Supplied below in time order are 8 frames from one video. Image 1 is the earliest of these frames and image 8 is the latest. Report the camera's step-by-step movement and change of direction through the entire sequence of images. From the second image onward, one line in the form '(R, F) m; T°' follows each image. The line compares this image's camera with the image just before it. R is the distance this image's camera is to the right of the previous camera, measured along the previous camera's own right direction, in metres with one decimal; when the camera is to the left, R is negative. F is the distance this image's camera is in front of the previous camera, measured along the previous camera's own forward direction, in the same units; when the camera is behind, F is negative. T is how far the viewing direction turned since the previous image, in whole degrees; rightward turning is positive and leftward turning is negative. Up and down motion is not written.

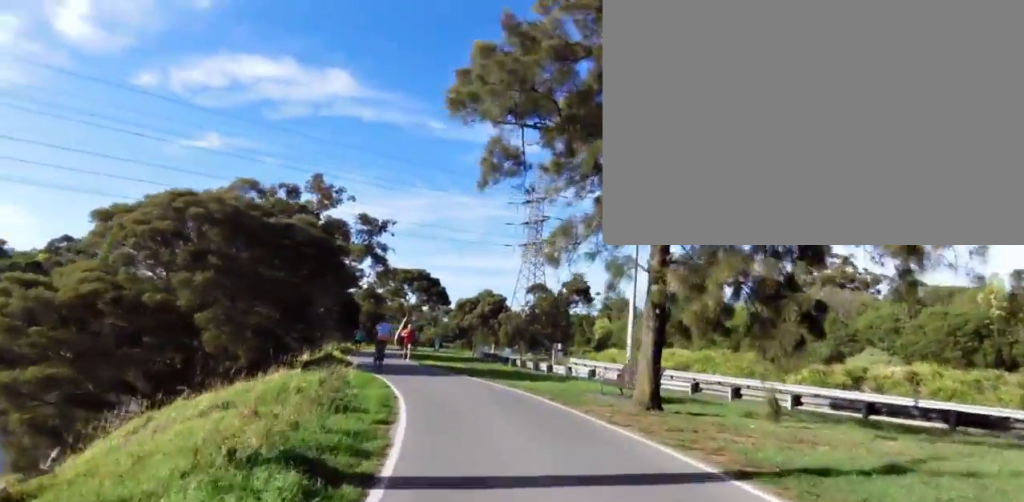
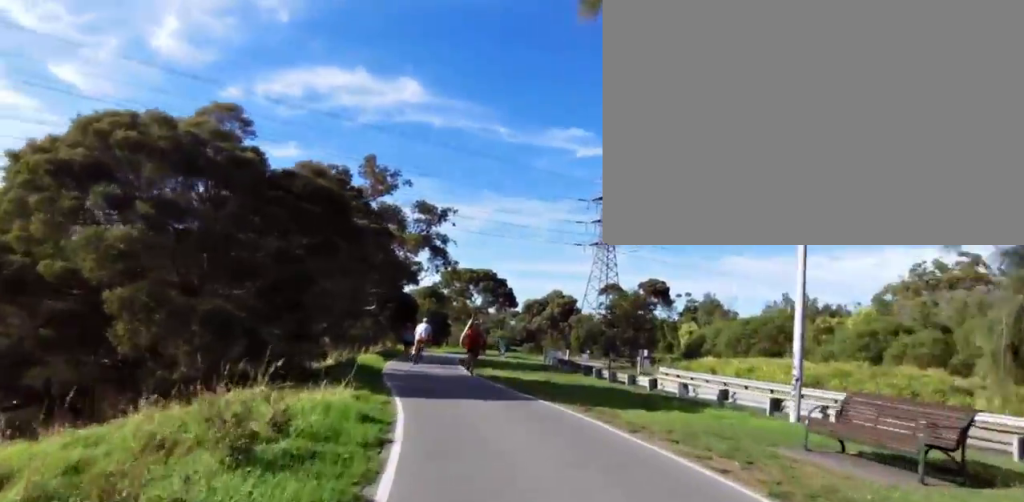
(-0.4, +8.1) m; -9°
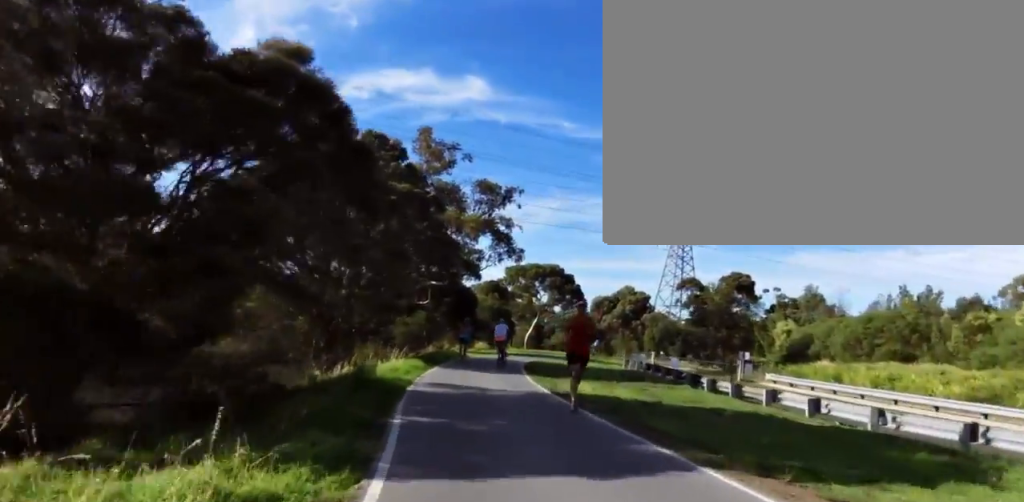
(-0.8, +6.7) m; -7°
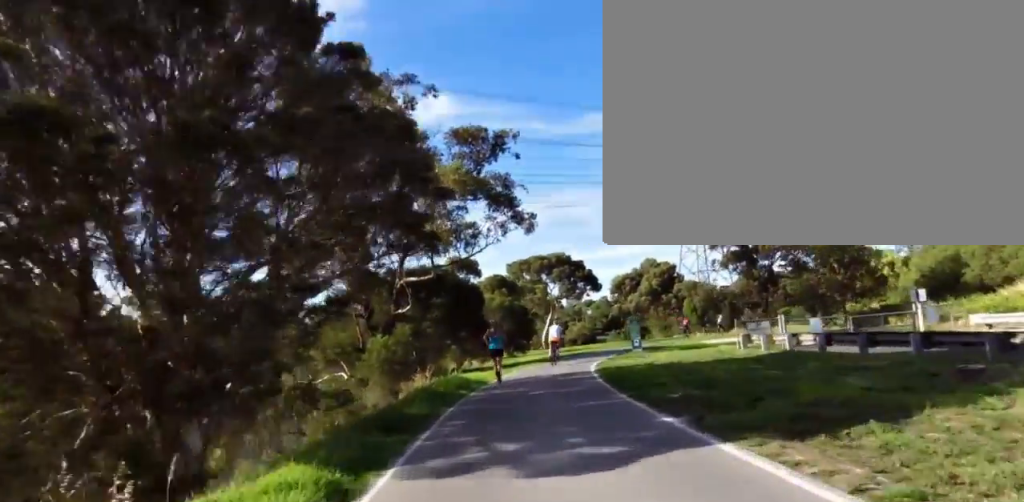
(-0.3, +14.5) m; +4°
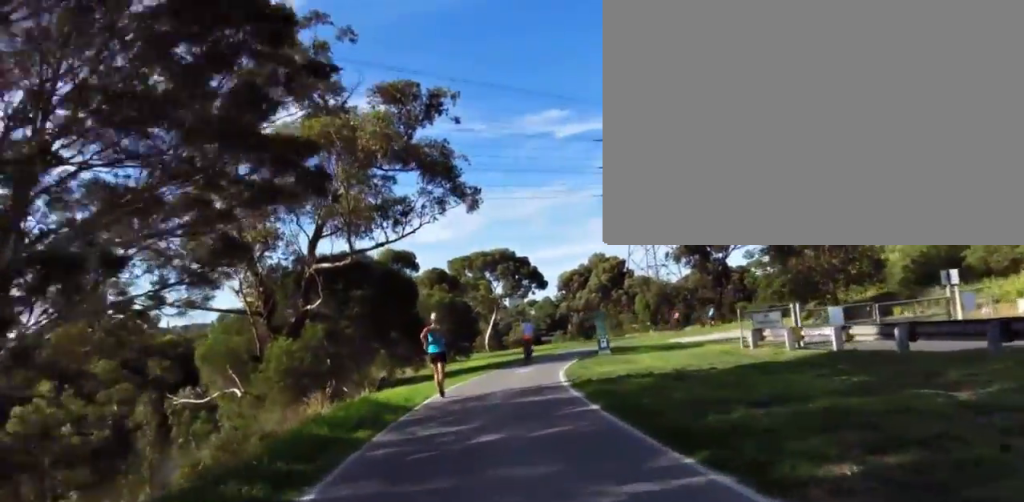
(+0.2, +5.3) m; +5°
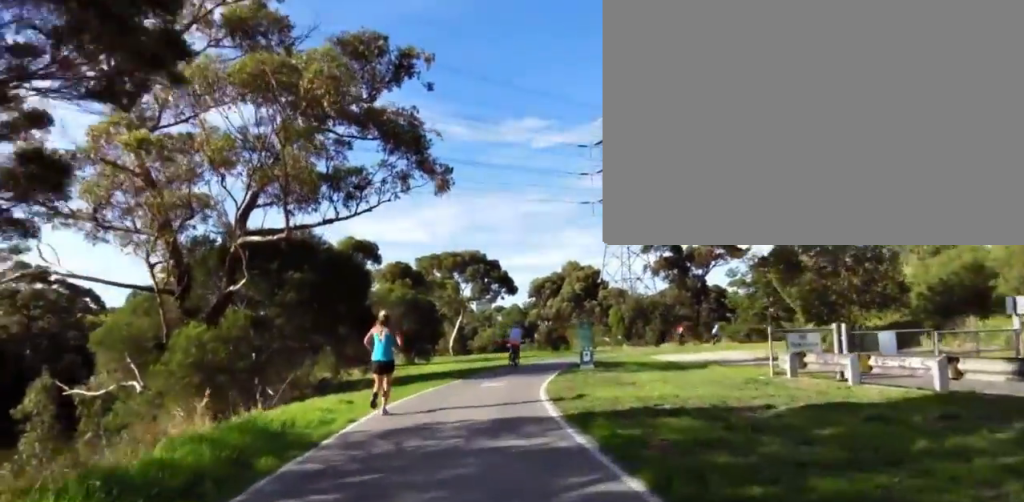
(+0.2, +4.0) m; +4°
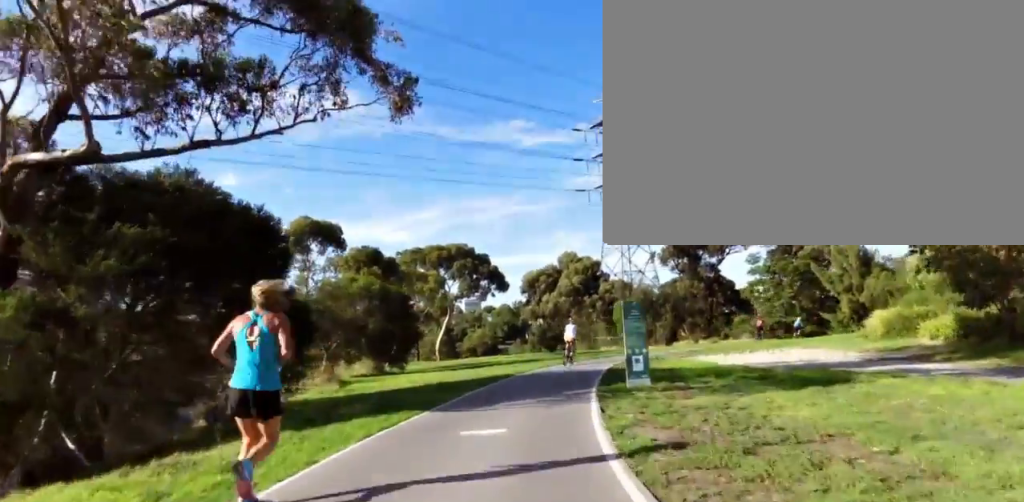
(+0.4, +8.4) m; -5°
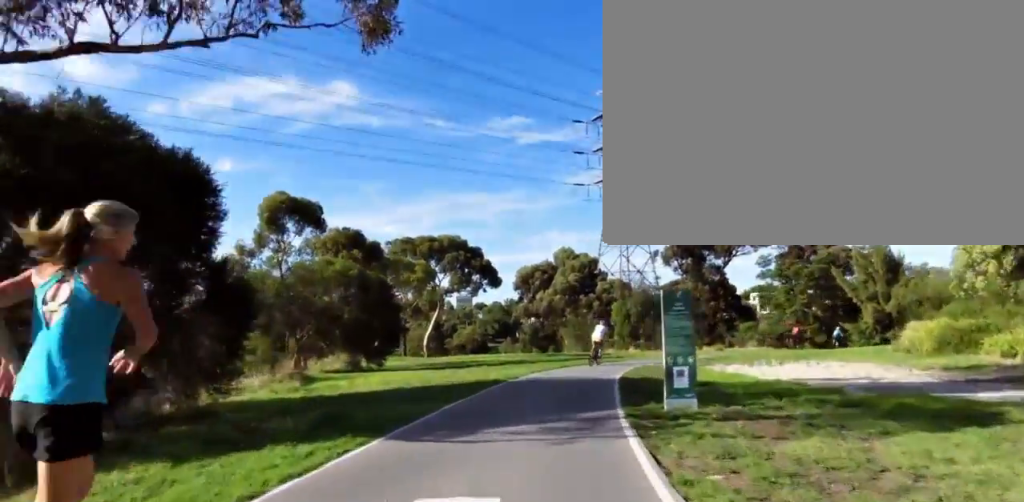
(-0.3, +3.7) m; +1°
